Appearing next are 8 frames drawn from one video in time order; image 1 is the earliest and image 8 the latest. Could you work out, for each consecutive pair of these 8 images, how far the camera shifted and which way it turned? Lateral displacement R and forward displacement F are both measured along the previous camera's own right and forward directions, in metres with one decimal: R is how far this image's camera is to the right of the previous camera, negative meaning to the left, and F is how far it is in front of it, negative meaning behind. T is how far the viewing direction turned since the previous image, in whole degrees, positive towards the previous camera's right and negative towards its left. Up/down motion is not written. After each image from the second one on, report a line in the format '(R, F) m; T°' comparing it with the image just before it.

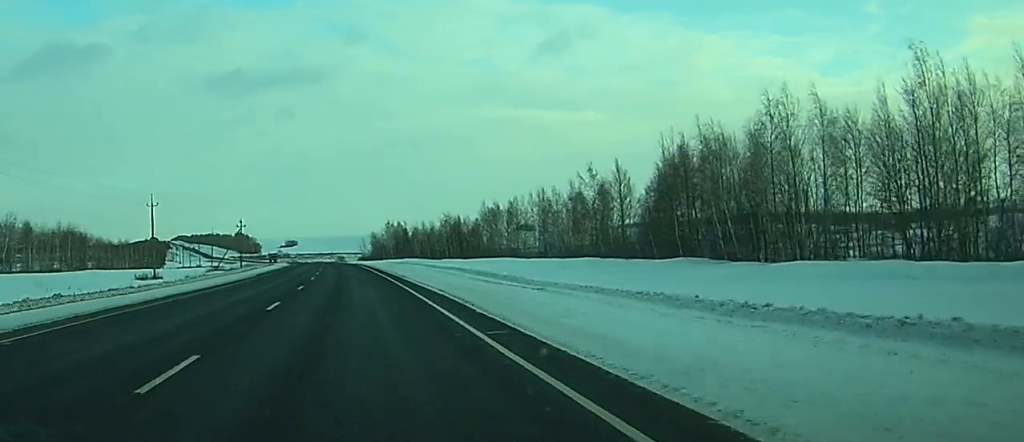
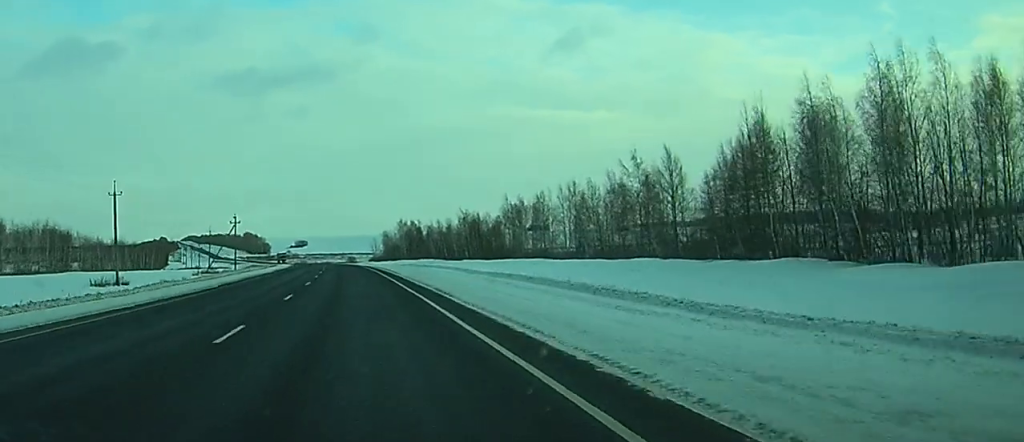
(-0.4, +19.4) m; -1°
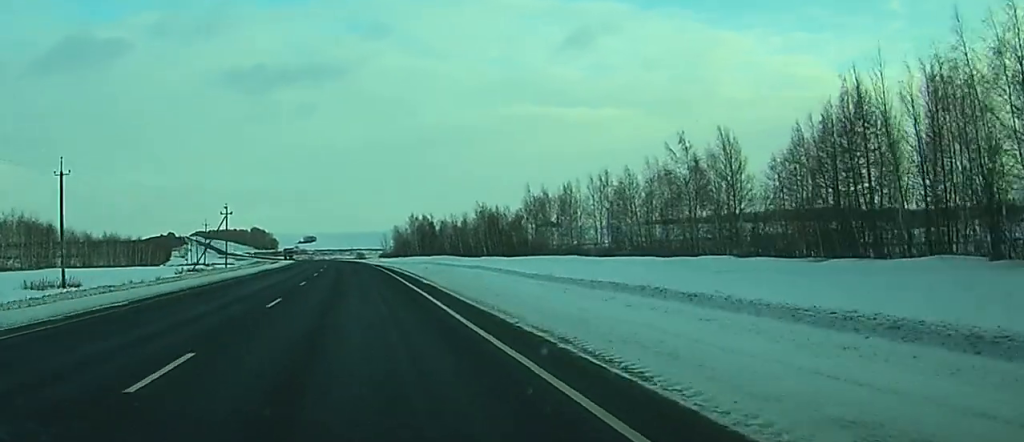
(+0.1, +17.1) m; 0°
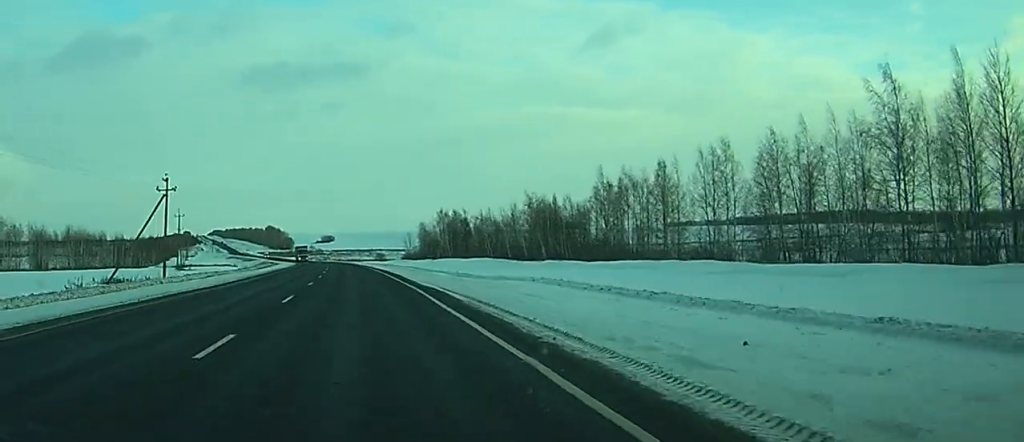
(-0.4, +45.6) m; -2°
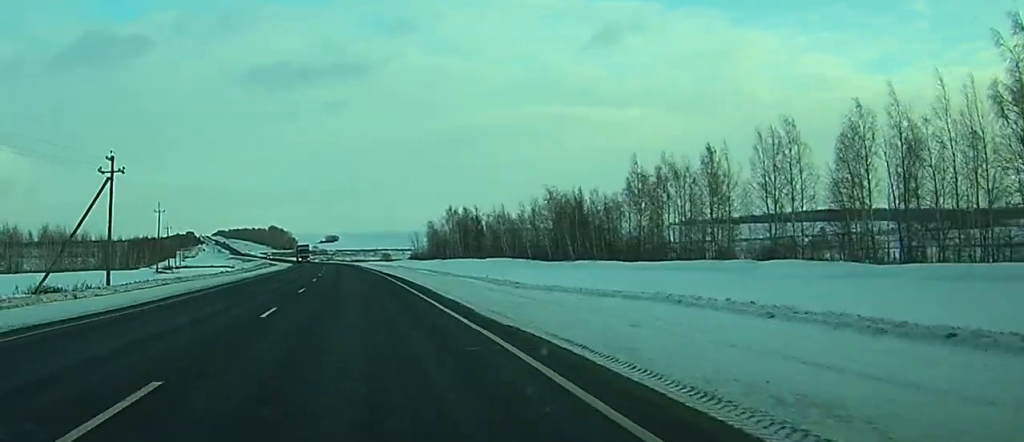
(-0.1, +17.1) m; -1°
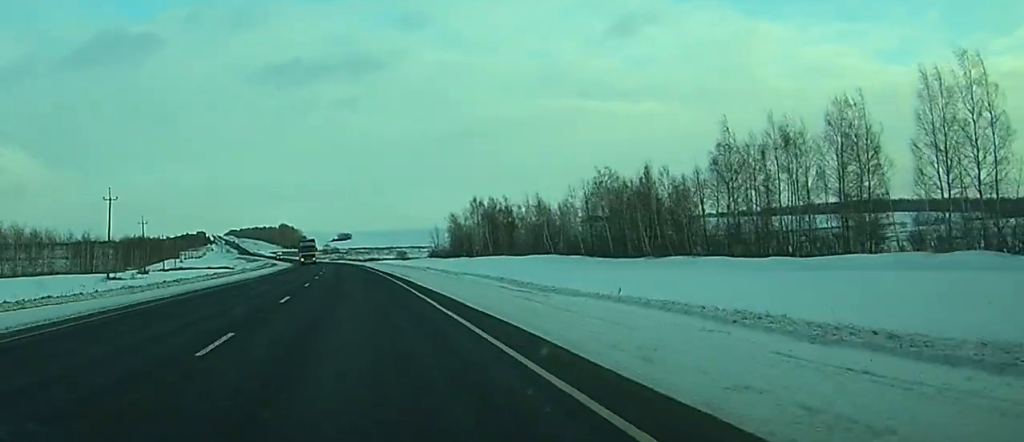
(-0.3, +30.8) m; -1°
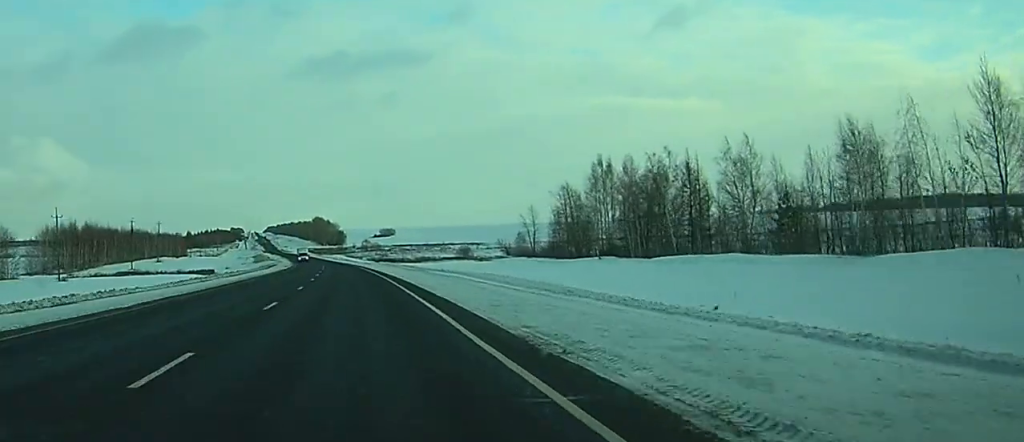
(-2.1, +98.4) m; -3°
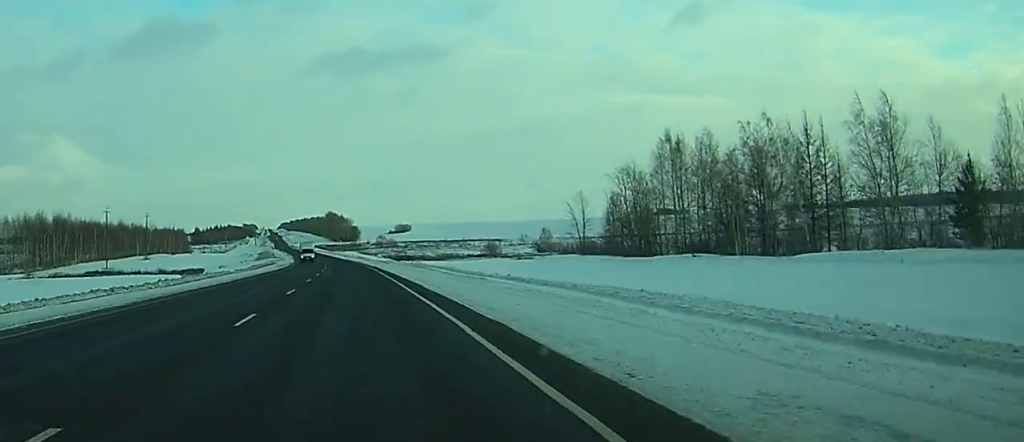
(-0.2, +28.9) m; -1°
